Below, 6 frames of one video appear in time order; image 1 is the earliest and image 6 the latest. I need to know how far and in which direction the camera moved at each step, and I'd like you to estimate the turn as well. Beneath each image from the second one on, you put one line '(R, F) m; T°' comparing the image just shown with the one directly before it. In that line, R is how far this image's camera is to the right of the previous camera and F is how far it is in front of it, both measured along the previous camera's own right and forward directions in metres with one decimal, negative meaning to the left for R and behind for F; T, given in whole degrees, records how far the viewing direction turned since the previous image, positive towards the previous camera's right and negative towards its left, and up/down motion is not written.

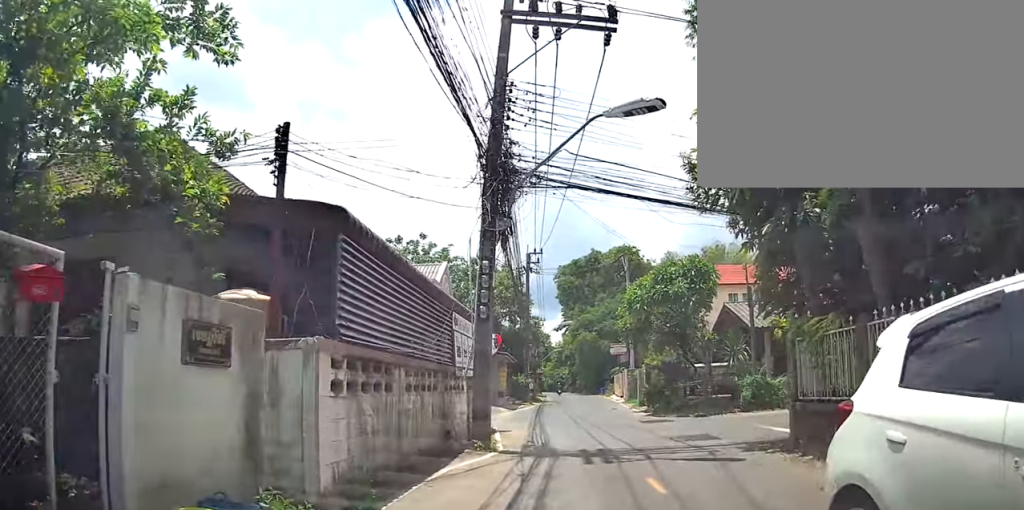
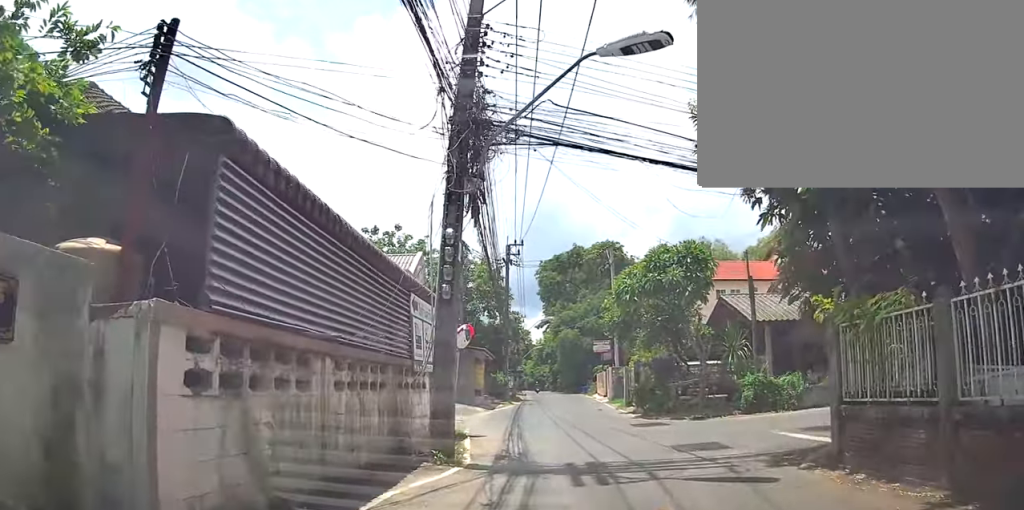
(0.0, +2.3) m; -1°
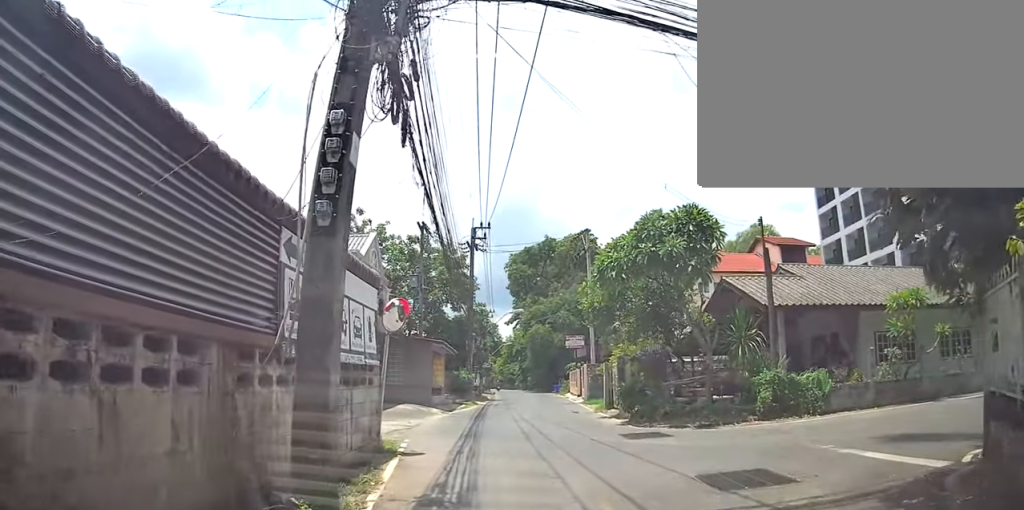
(-0.1, +4.8) m; -8°
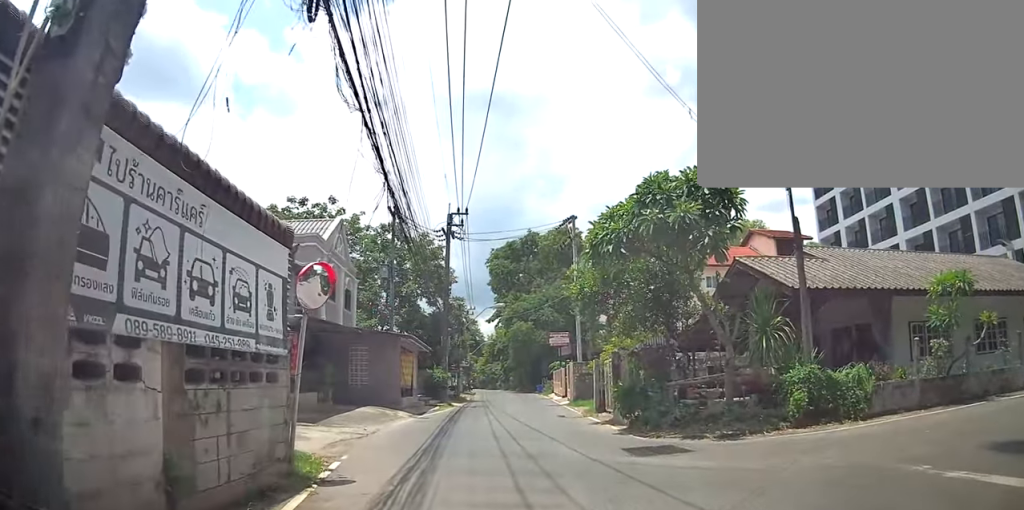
(-0.4, +5.1) m; -13°
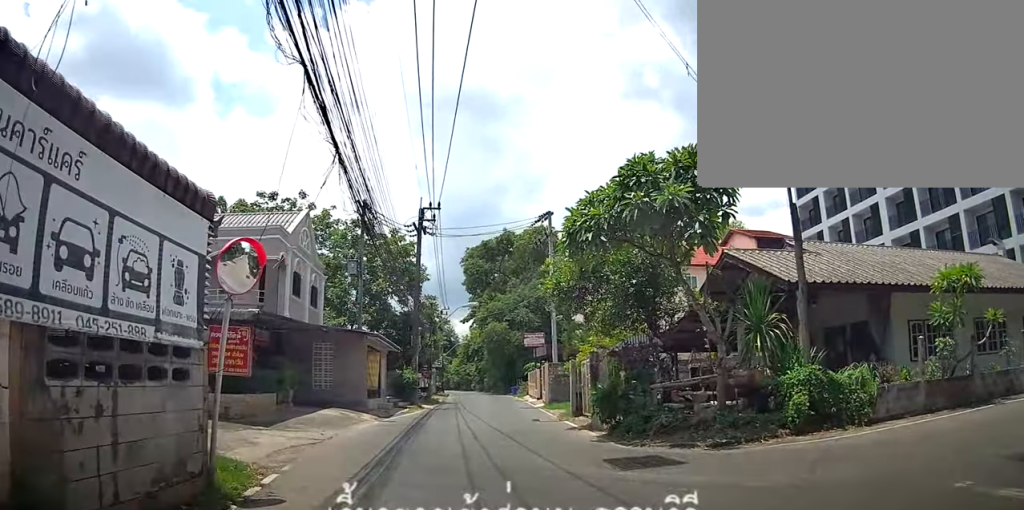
(-0.4, +3.3) m; -6°
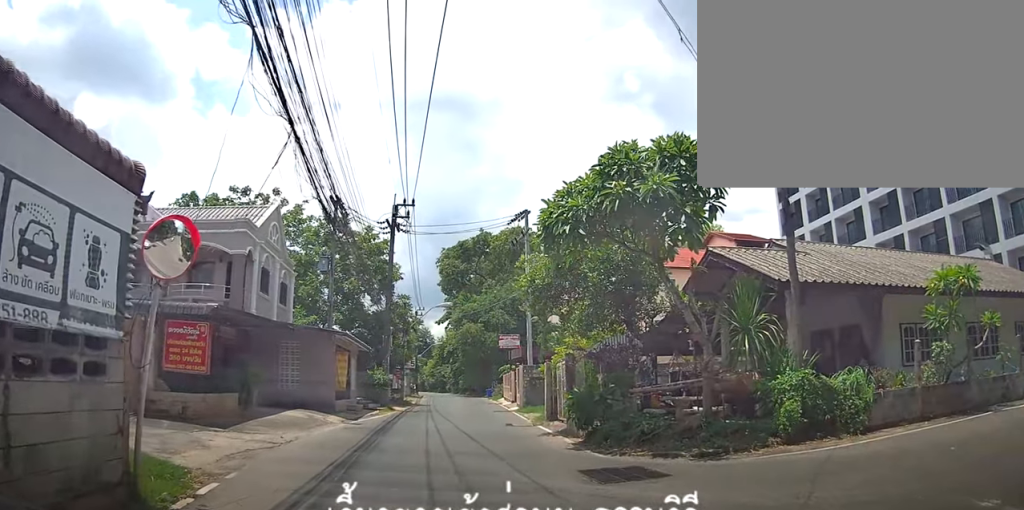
(-0.1, +3.0) m; -3°
